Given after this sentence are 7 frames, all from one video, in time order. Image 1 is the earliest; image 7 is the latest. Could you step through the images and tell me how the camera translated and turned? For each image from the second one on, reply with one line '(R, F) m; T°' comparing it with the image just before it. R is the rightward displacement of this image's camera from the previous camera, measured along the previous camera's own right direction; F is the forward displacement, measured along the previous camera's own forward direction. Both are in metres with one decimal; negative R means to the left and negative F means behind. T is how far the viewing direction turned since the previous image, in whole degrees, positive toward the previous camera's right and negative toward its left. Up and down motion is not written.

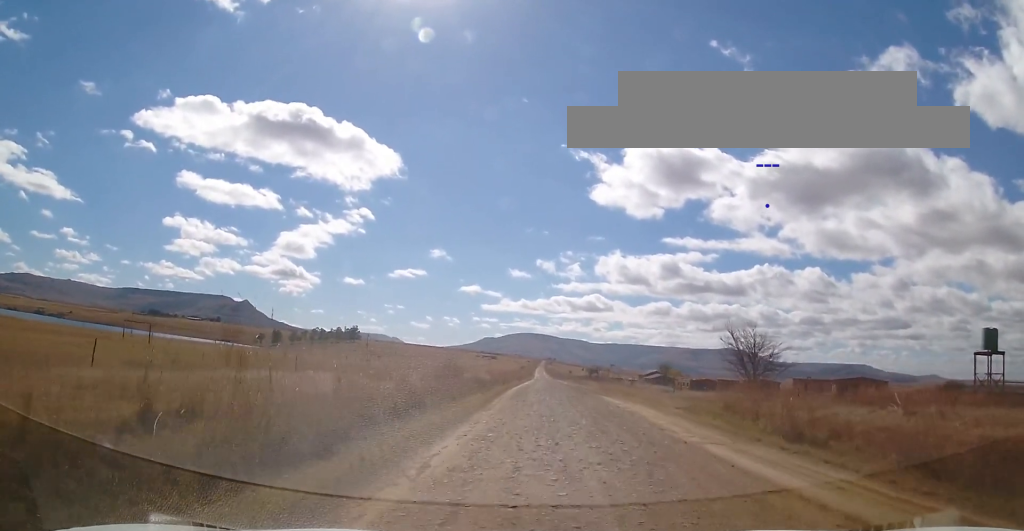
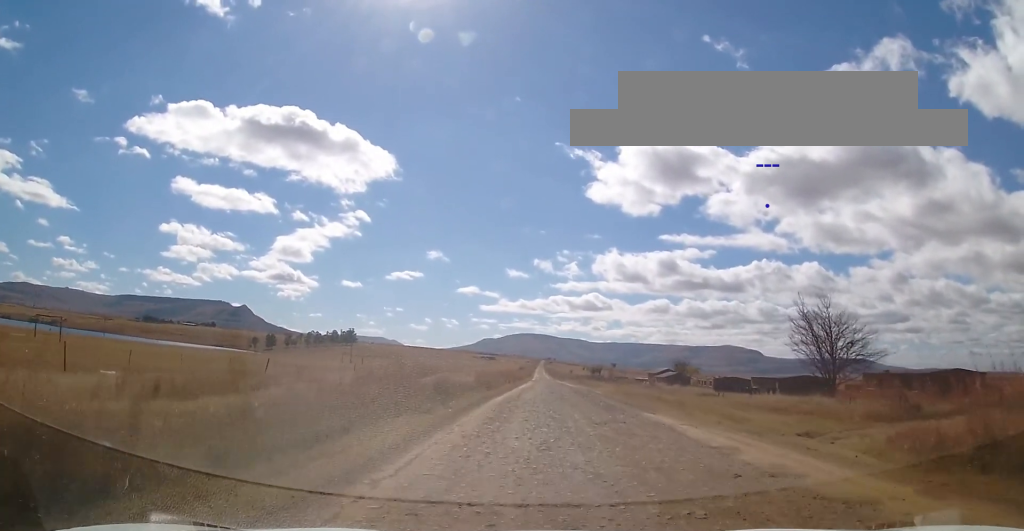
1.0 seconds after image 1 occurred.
(-0.2, +17.2) m; 0°
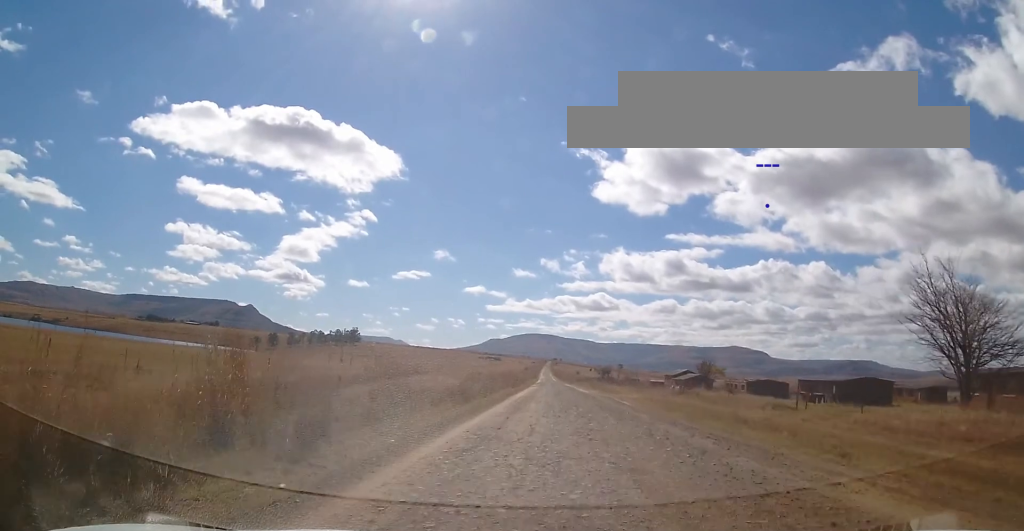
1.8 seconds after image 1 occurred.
(+0.2, +14.8) m; 0°
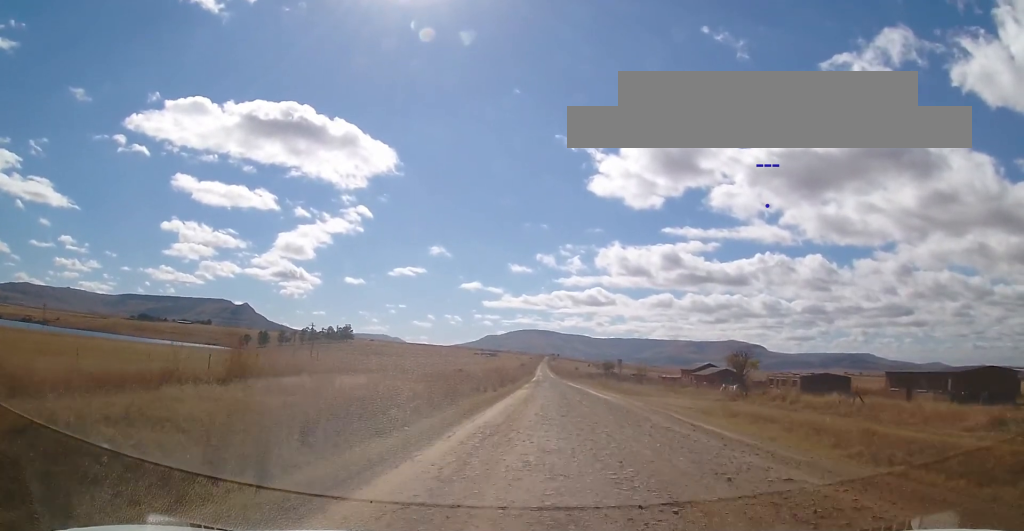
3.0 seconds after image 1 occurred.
(-0.4, +20.7) m; 0°
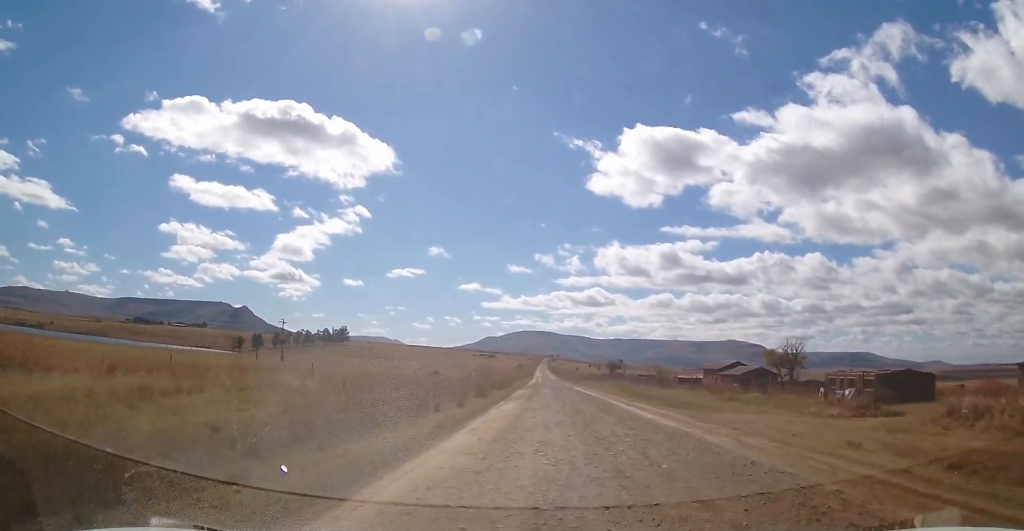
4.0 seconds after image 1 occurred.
(+0.2, +17.8) m; +1°
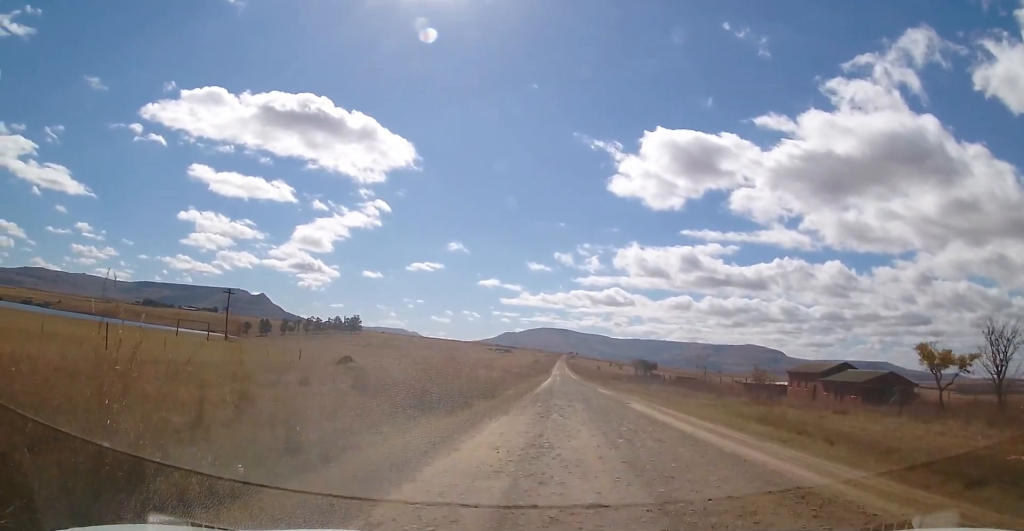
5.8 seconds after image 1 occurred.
(-0.4, +32.8) m; -2°
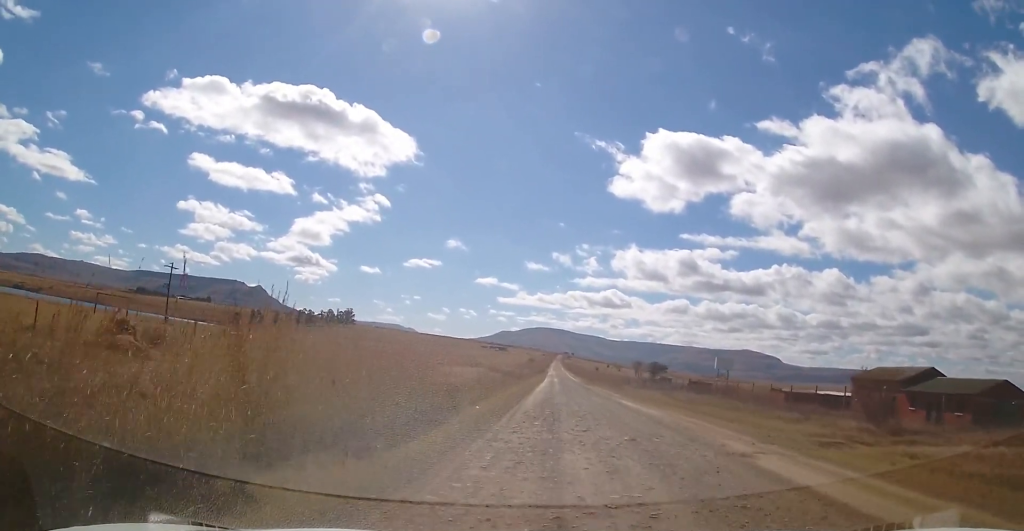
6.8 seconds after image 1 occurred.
(0.0, +18.1) m; 0°
